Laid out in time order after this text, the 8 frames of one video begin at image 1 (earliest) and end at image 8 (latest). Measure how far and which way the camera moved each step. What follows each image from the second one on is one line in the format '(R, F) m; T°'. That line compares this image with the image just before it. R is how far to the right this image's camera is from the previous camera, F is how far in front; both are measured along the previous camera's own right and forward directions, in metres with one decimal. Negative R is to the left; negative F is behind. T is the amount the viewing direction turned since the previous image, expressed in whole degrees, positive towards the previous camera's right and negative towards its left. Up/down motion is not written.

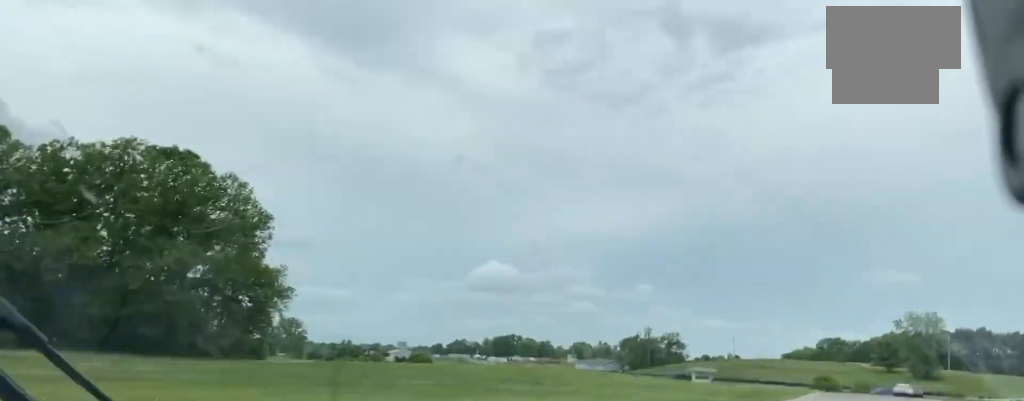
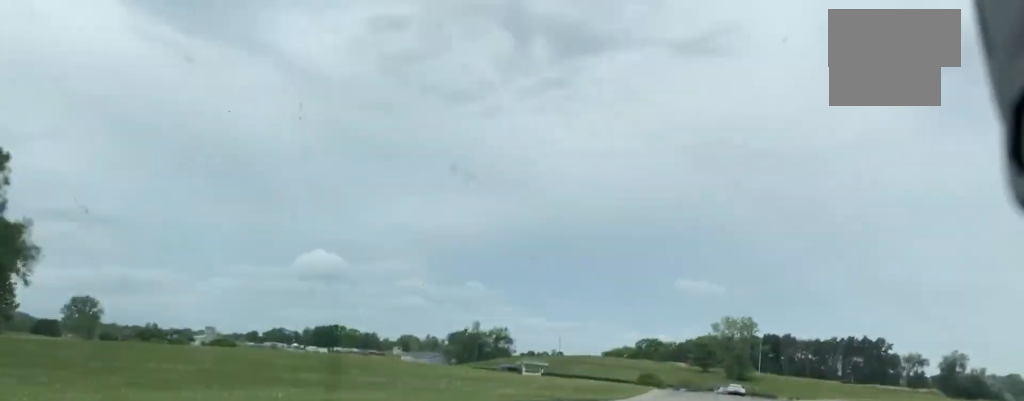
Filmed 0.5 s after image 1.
(+0.7, +12.2) m; +3°
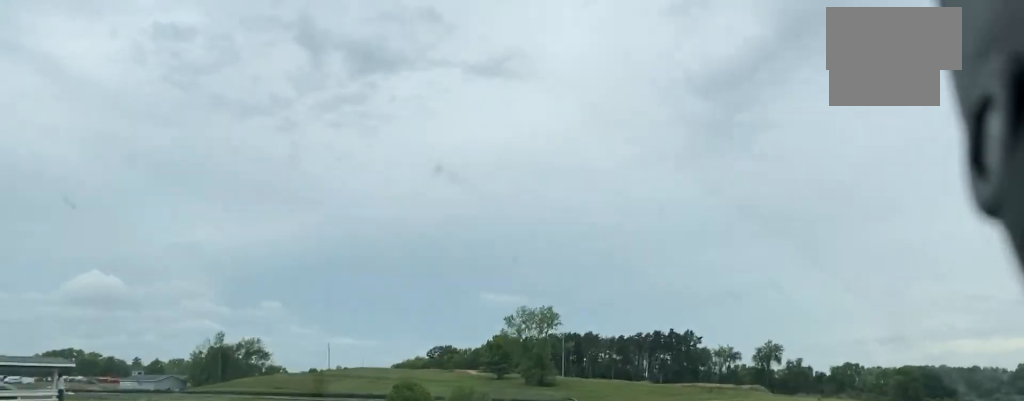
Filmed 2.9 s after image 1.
(+7.4, +64.8) m; +10°
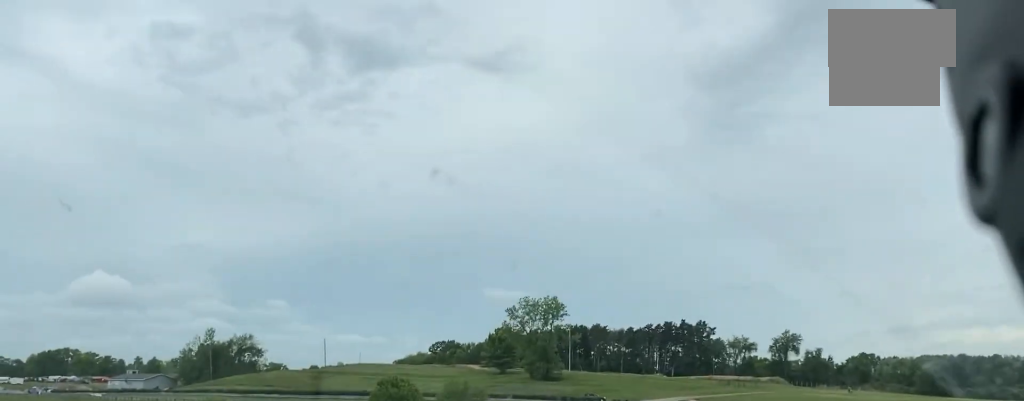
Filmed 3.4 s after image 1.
(-0.3, +15.2) m; -4°
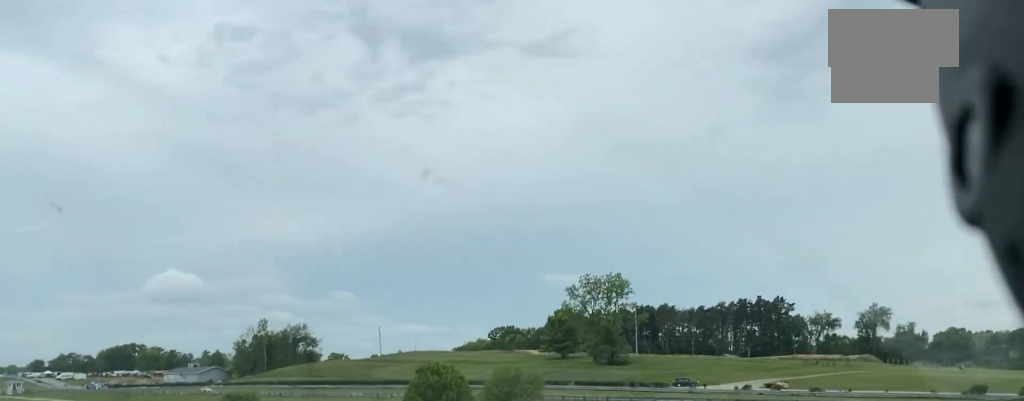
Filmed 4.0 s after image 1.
(0.0, +17.5) m; -6°
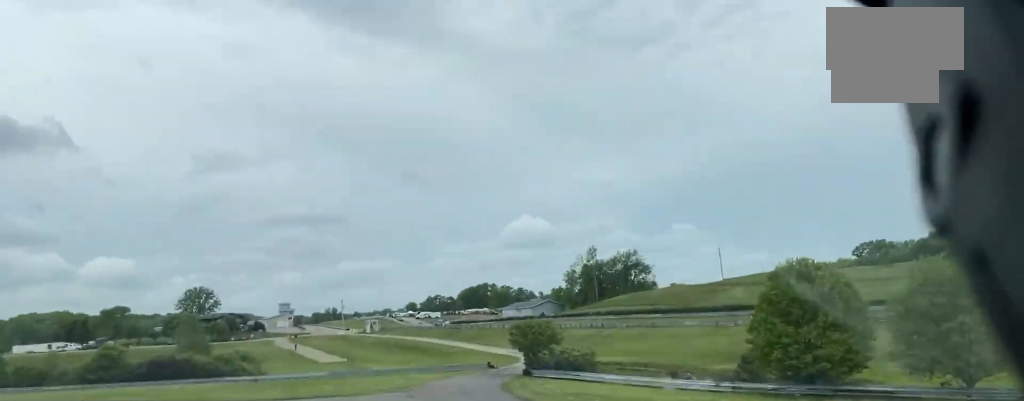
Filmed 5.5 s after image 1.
(-9.2, +34.5) m; -35°
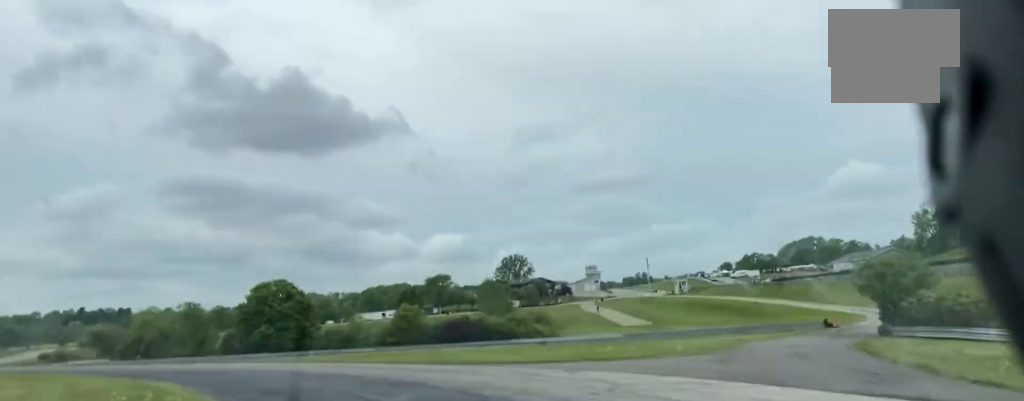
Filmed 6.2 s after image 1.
(-2.6, +15.1) m; -20°
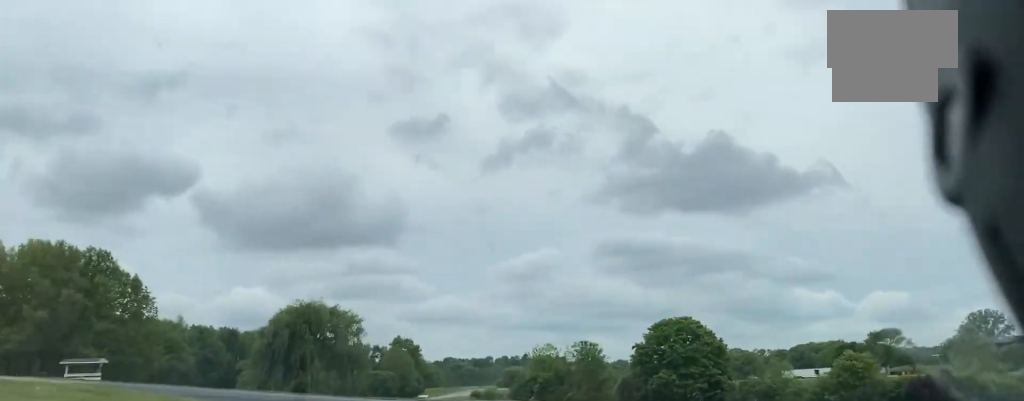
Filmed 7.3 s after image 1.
(-6.3, +21.8) m; -30°
